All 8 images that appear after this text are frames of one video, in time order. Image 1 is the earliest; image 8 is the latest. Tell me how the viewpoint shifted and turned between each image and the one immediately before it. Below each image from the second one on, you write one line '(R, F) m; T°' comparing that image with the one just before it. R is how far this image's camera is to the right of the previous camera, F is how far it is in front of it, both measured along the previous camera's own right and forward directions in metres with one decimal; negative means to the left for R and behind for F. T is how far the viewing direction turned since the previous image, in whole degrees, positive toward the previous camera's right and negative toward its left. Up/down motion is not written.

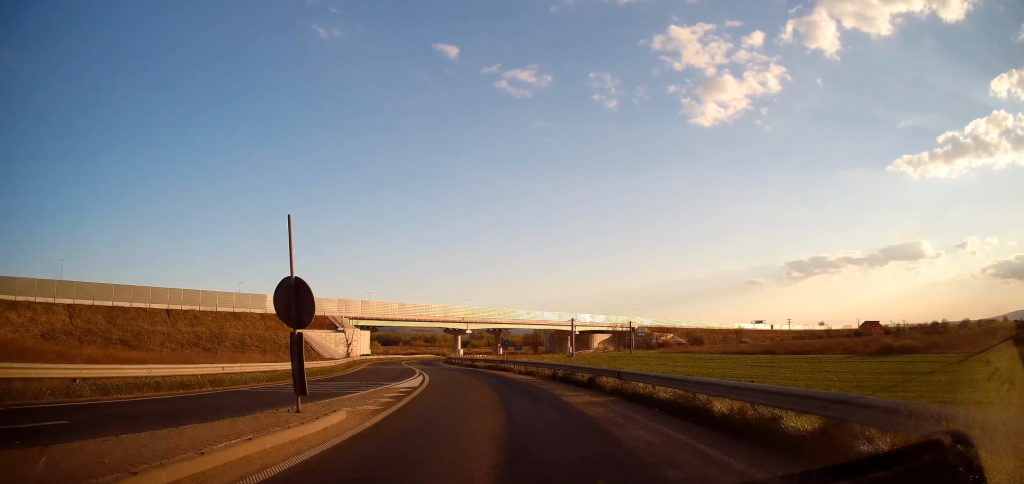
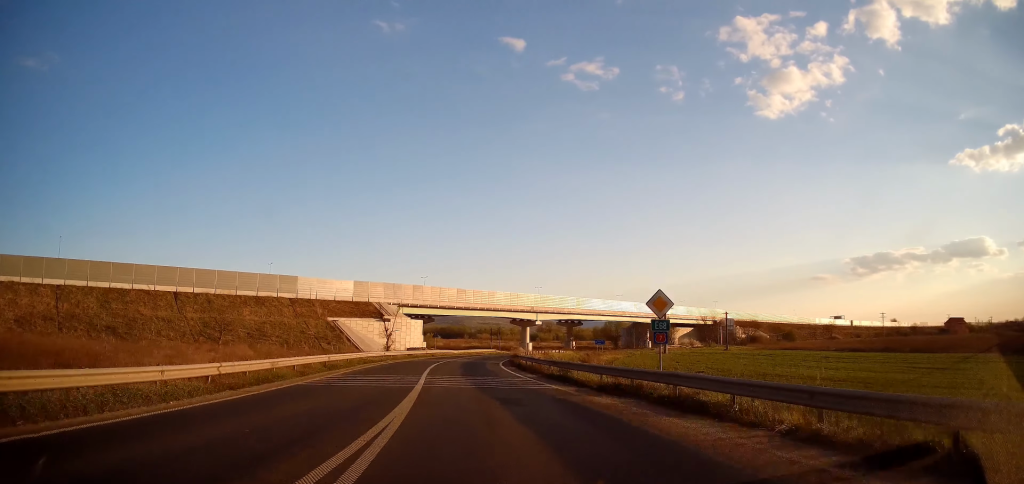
(+0.2, +22.3) m; -3°
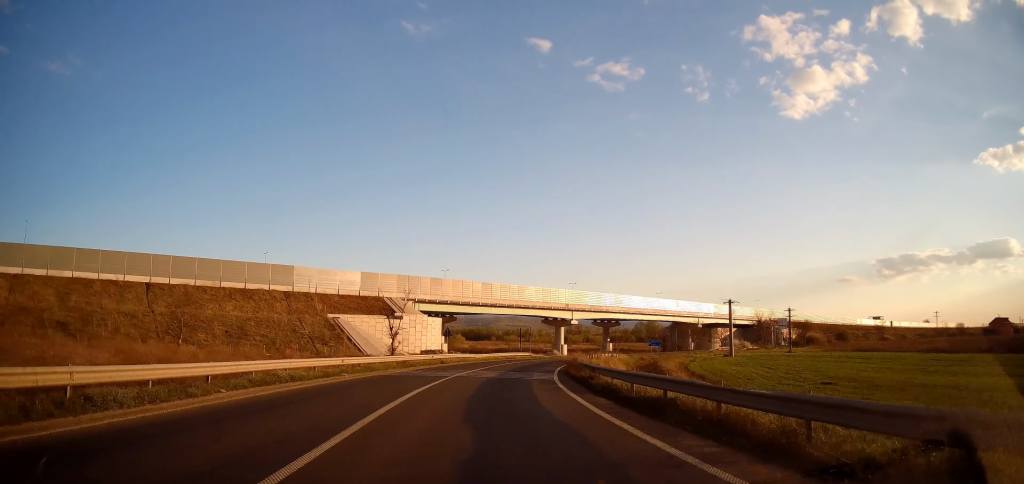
(-1.0, +18.6) m; -3°
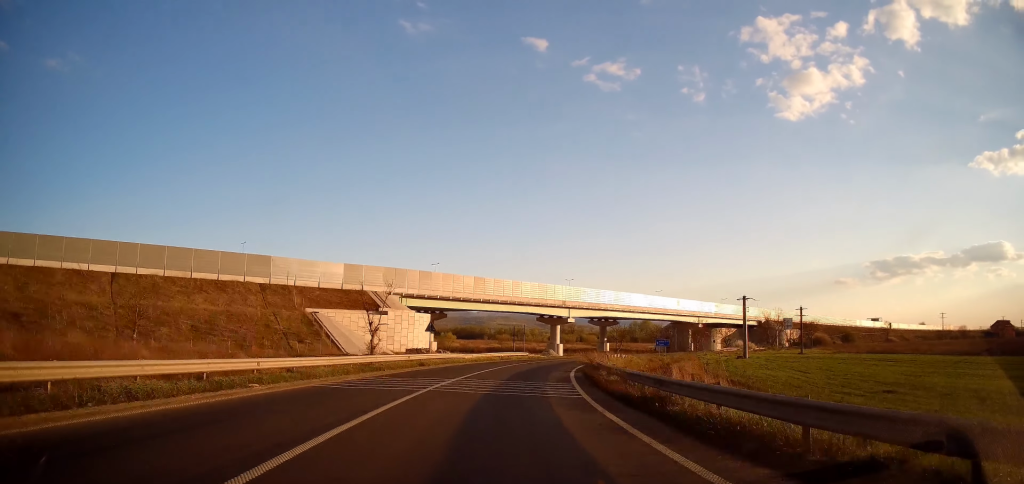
(0.0, +7.9) m; 0°
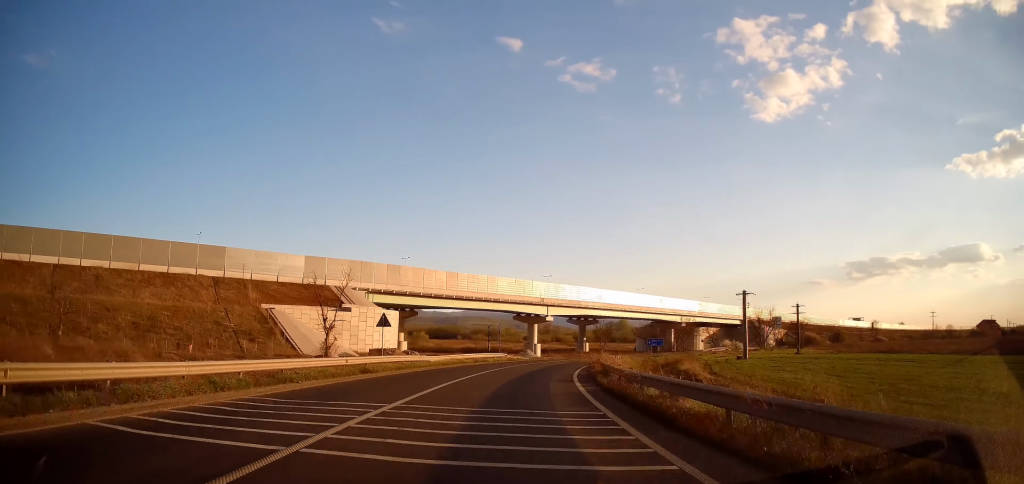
(0.0, +8.3) m; +1°
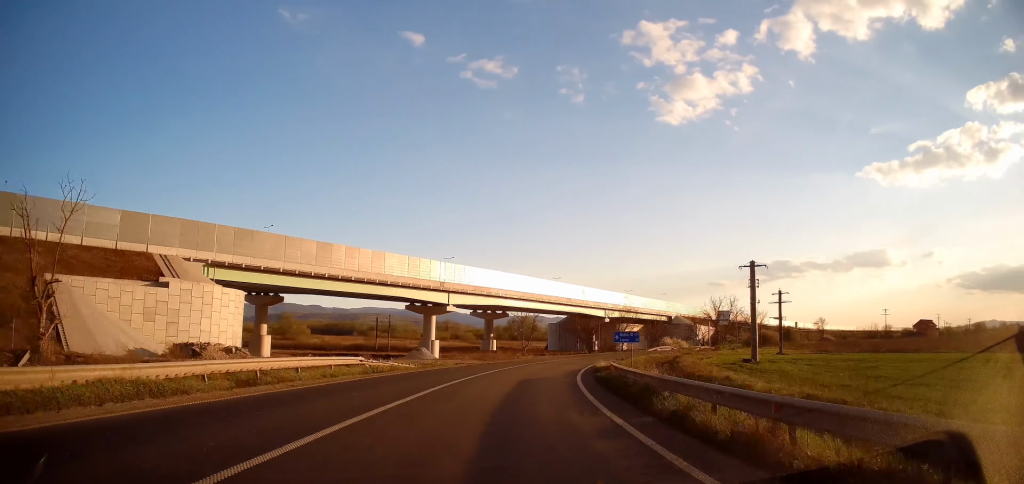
(+1.3, +28.6) m; +6°
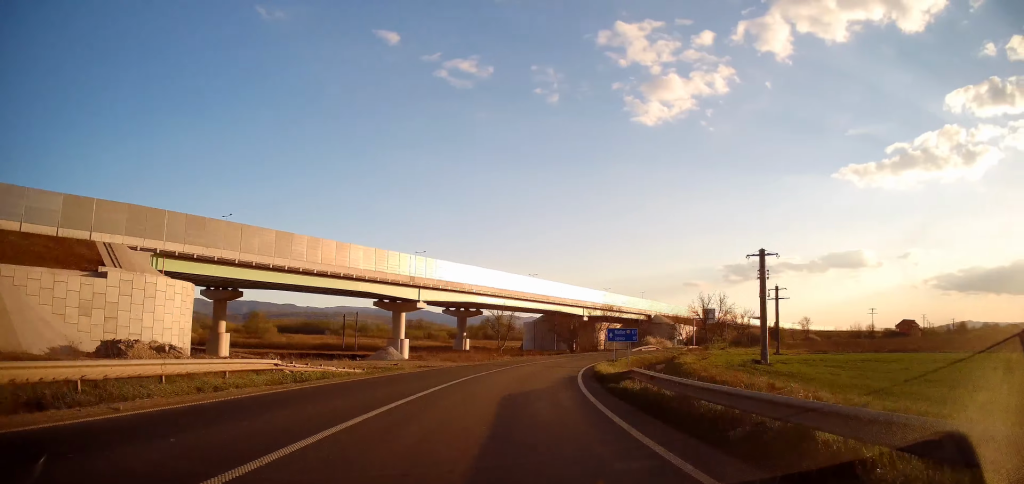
(+0.1, +7.1) m; +3°
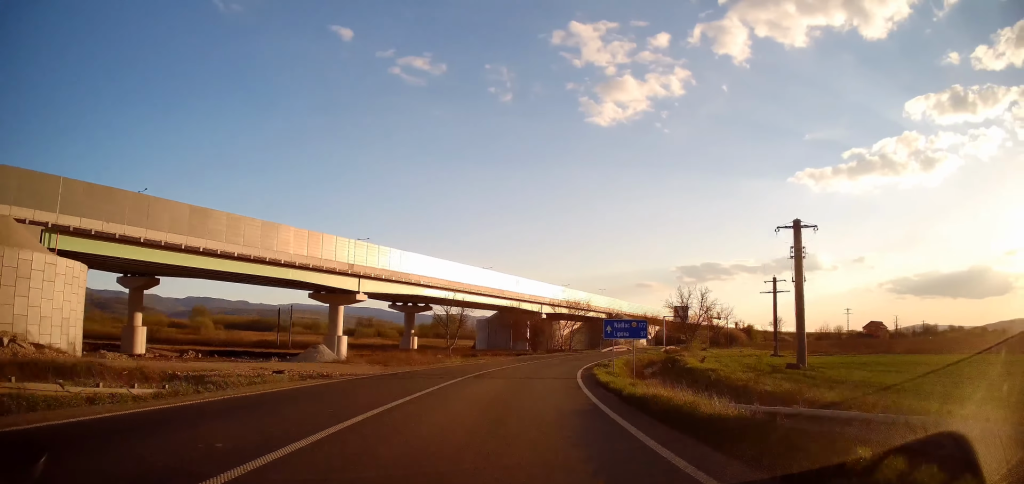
(+0.2, +12.5) m; +5°
